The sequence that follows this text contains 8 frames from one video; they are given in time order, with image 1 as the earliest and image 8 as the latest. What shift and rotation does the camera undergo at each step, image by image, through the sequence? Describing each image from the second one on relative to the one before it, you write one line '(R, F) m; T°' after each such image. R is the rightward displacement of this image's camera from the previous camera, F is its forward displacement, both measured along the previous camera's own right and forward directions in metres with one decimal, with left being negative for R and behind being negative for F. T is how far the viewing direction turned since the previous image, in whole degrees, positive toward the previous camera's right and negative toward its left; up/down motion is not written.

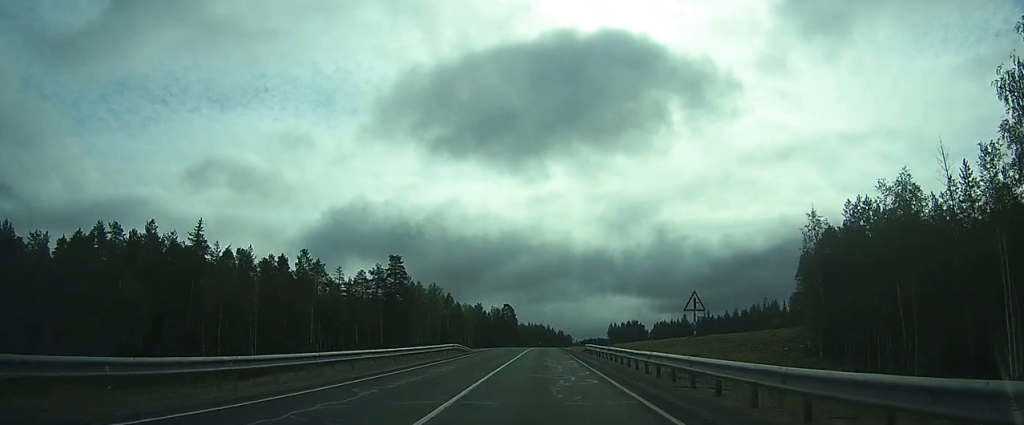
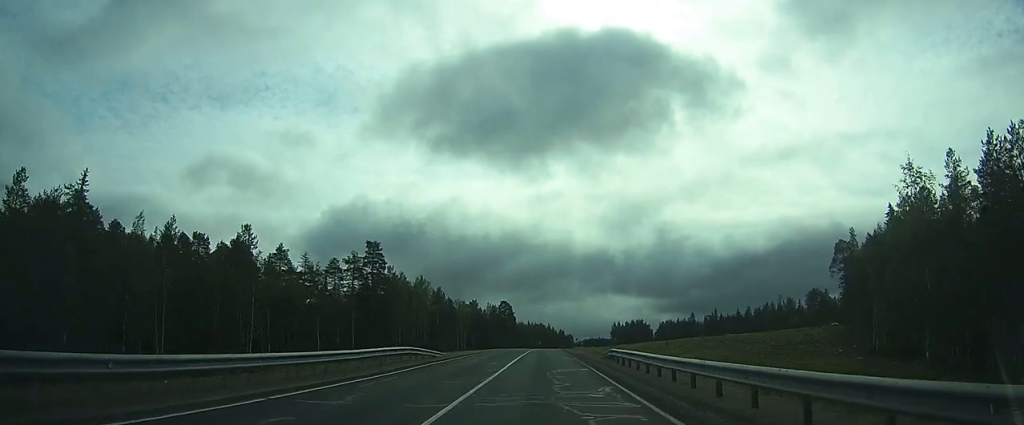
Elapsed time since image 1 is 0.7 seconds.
(-0.1, +15.5) m; 0°
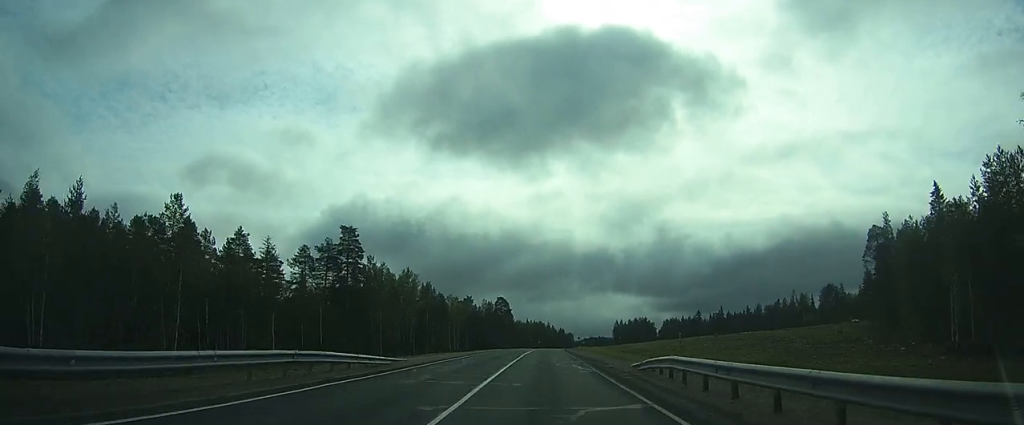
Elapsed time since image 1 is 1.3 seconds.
(0.0, +12.5) m; 0°
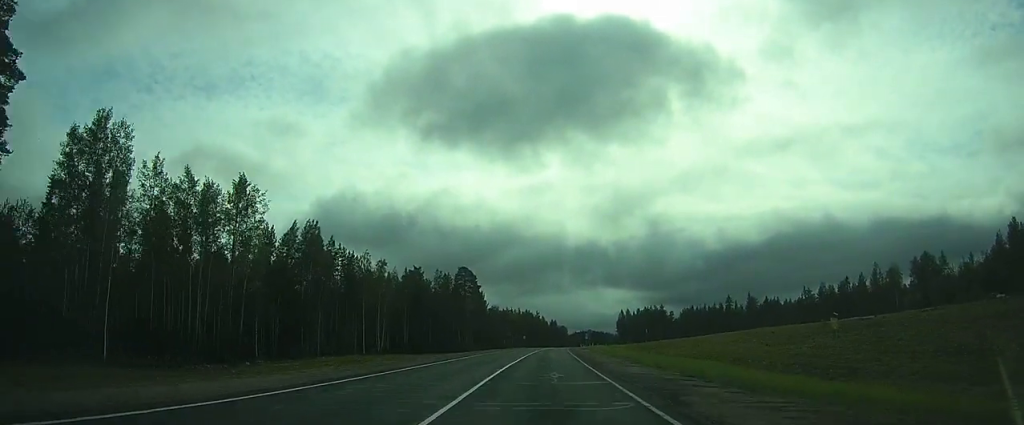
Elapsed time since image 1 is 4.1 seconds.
(+0.8, +62.8) m; +1°
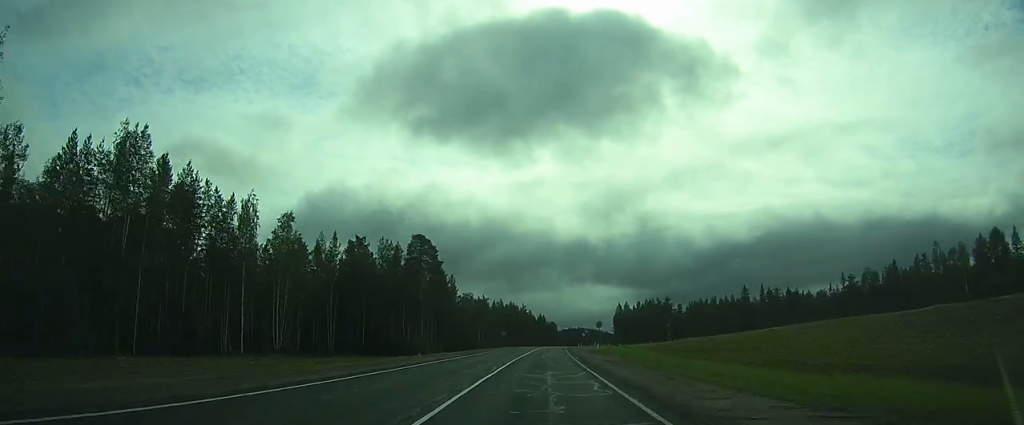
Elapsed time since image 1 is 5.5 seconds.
(+0.3, +30.9) m; +2°
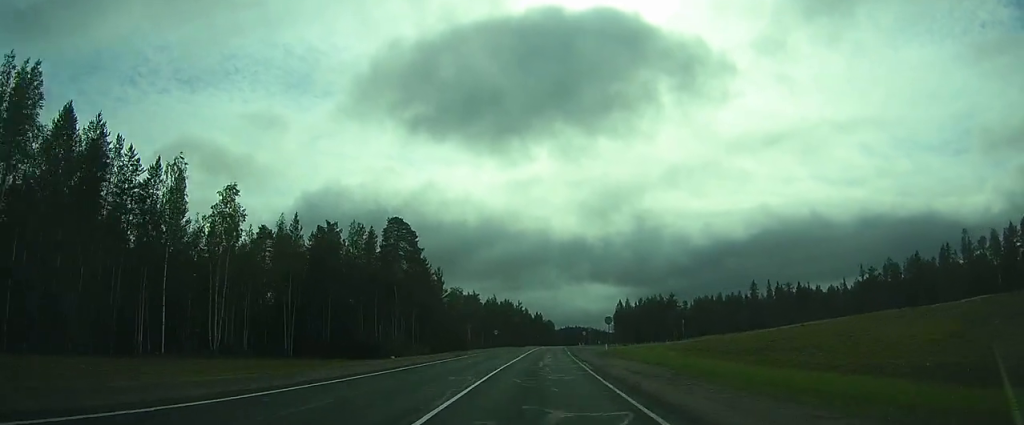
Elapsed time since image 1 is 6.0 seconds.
(+0.2, +11.0) m; +1°
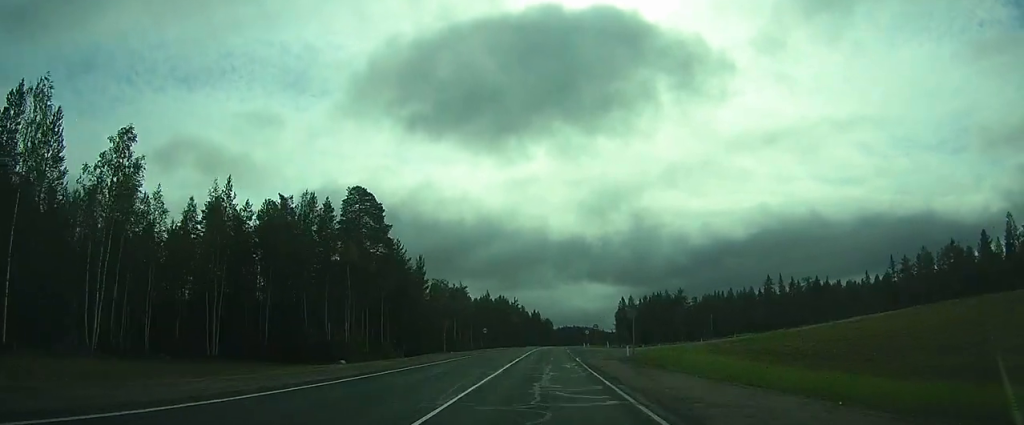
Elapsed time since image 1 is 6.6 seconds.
(+0.1, +13.9) m; +1°
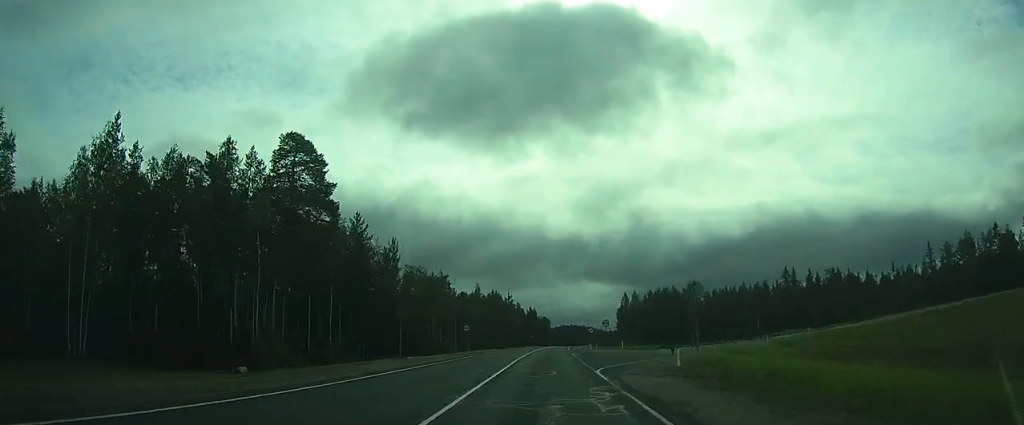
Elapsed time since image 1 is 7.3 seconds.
(-0.1, +14.6) m; +1°
